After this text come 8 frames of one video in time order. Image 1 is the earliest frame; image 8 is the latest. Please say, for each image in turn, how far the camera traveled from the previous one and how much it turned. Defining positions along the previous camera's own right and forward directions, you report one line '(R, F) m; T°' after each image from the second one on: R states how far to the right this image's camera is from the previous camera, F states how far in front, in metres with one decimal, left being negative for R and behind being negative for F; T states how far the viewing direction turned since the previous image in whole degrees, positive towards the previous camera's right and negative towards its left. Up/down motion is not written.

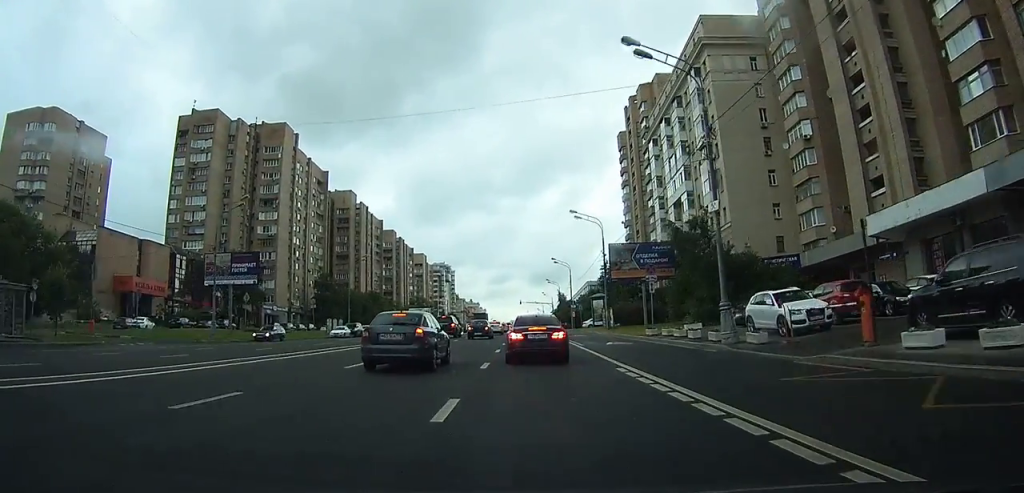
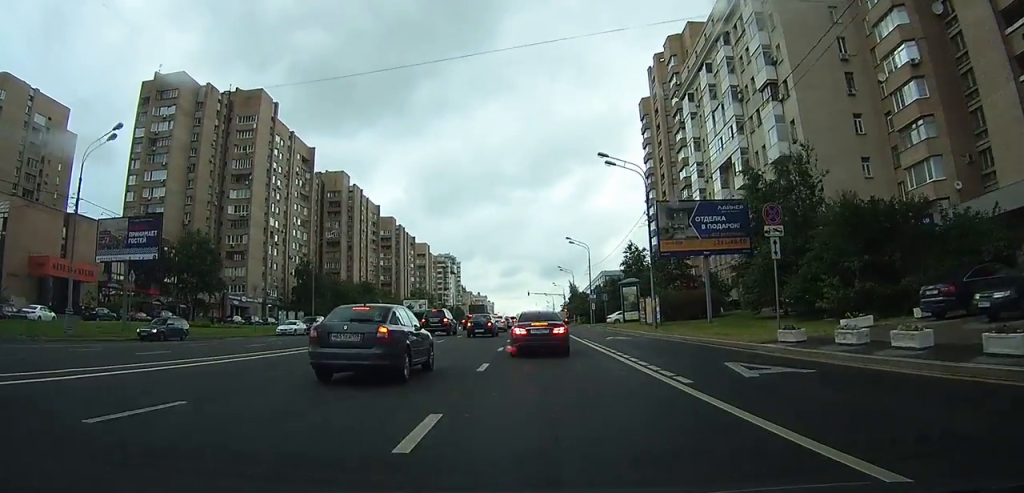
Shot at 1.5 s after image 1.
(-0.1, +17.8) m; -1°
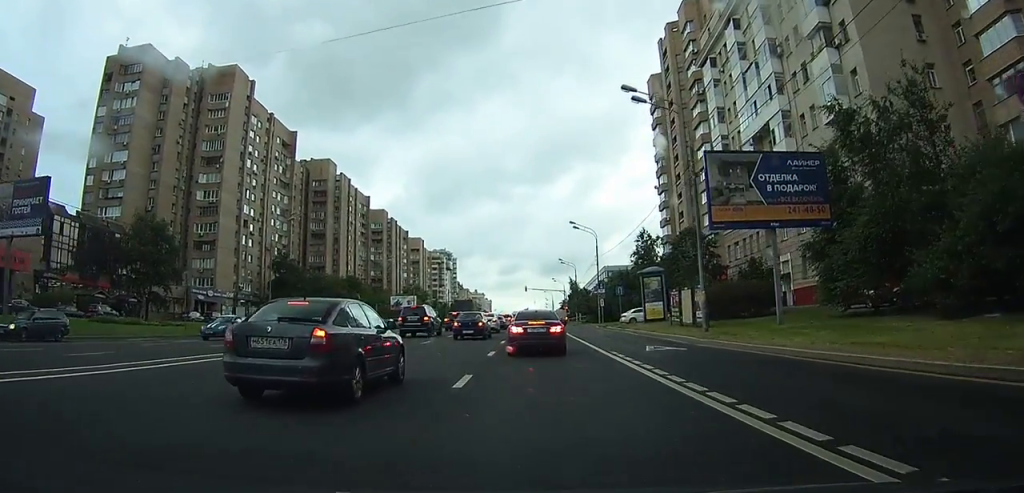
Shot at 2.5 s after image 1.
(-0.1, +11.2) m; -1°
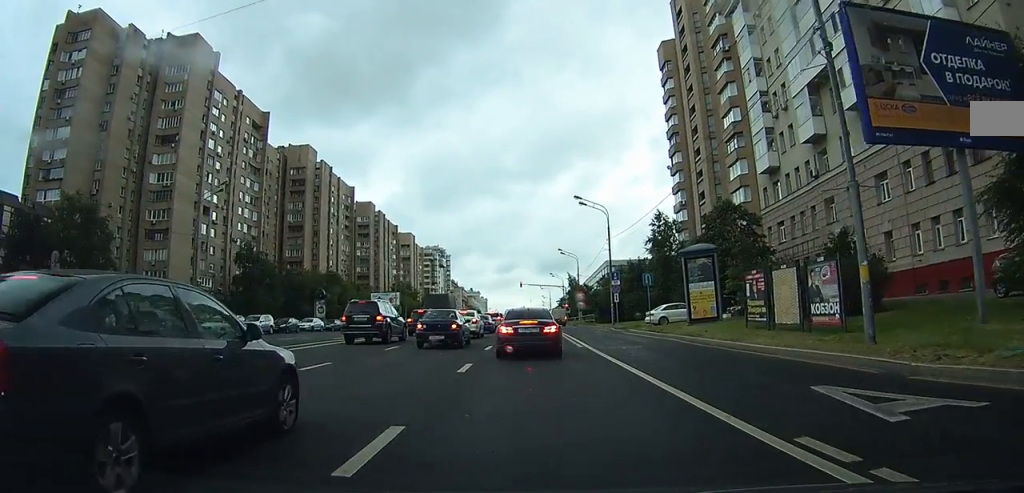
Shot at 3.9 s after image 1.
(-0.2, +12.9) m; -1°
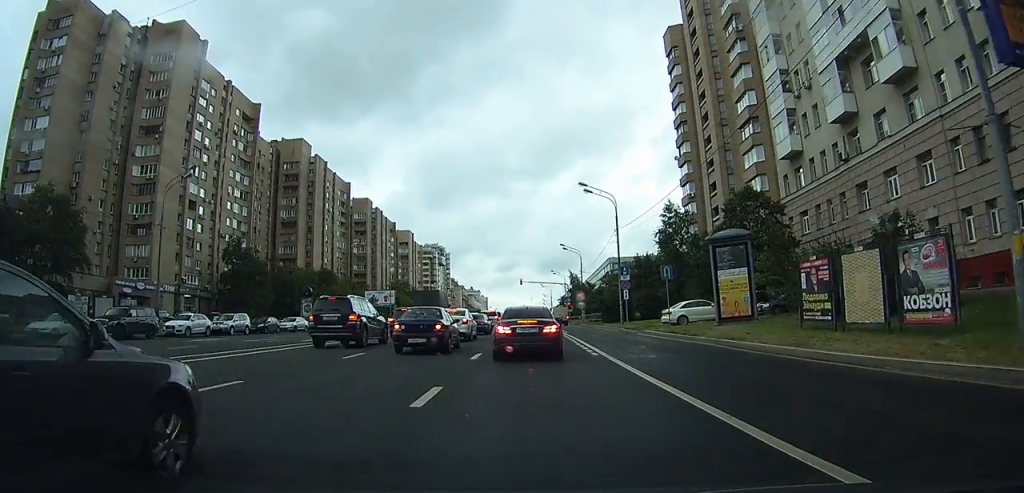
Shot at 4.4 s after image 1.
(-0.1, +4.8) m; +1°
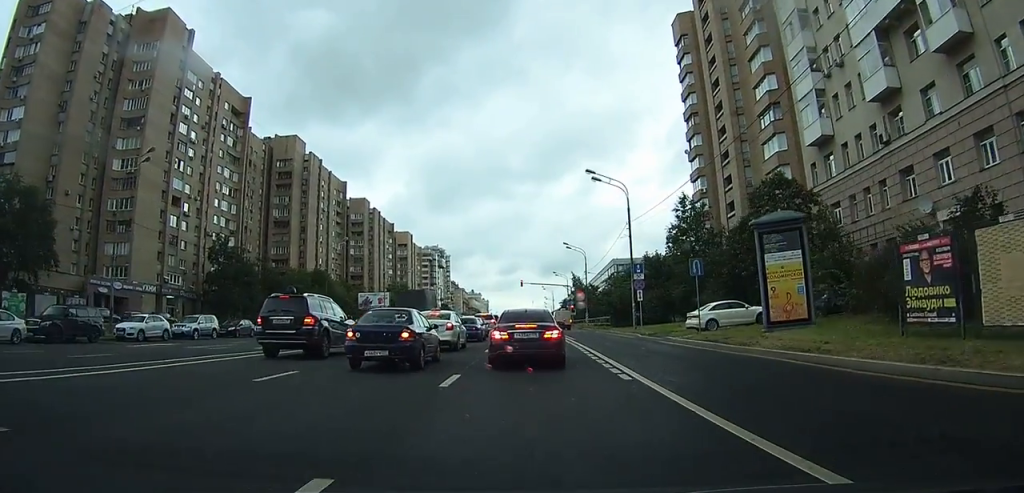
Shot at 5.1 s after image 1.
(+0.1, +5.4) m; +1°
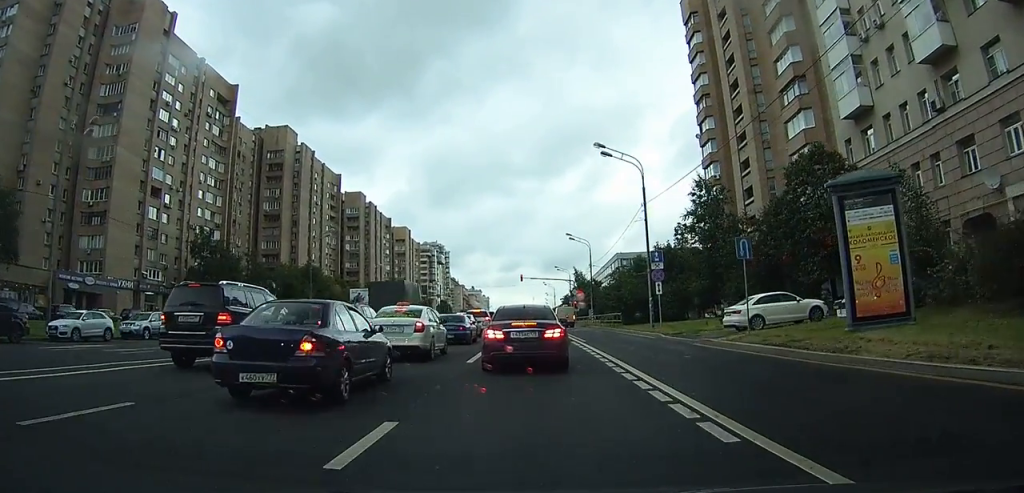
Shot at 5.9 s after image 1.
(+0.1, +6.1) m; +1°
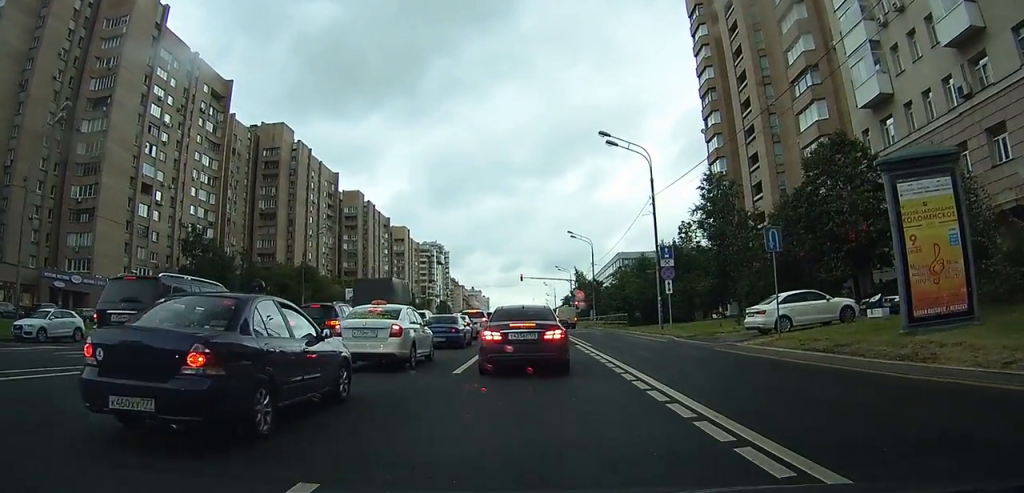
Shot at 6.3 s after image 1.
(0.0, +2.9) m; 0°
